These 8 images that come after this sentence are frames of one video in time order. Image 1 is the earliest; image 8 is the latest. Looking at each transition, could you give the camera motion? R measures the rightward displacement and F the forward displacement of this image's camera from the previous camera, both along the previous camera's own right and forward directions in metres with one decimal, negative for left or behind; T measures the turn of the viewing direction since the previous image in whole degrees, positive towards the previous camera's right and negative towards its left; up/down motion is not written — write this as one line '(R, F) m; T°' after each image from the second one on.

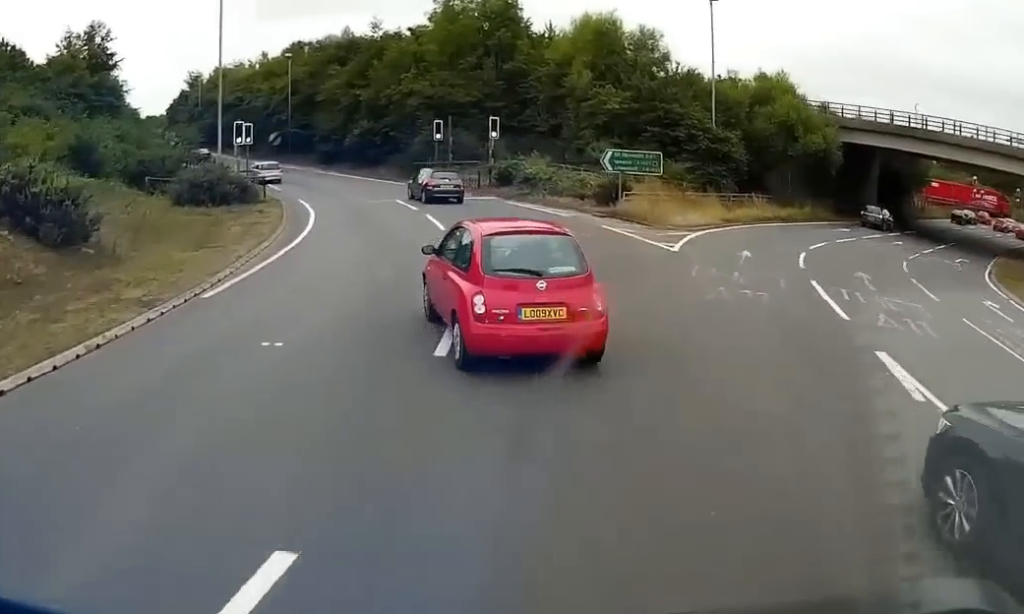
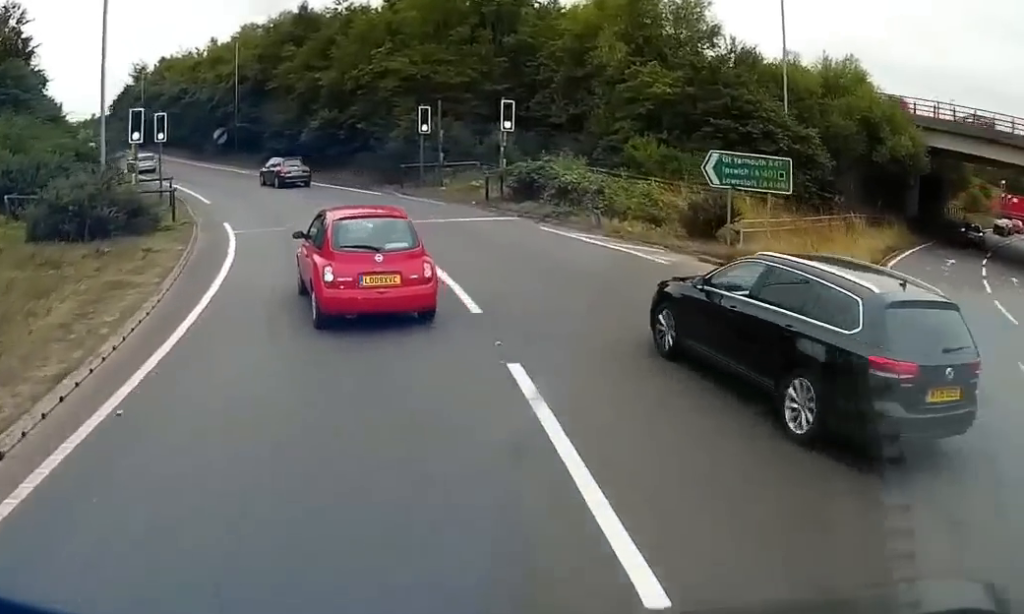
(+0.6, +9.7) m; +5°
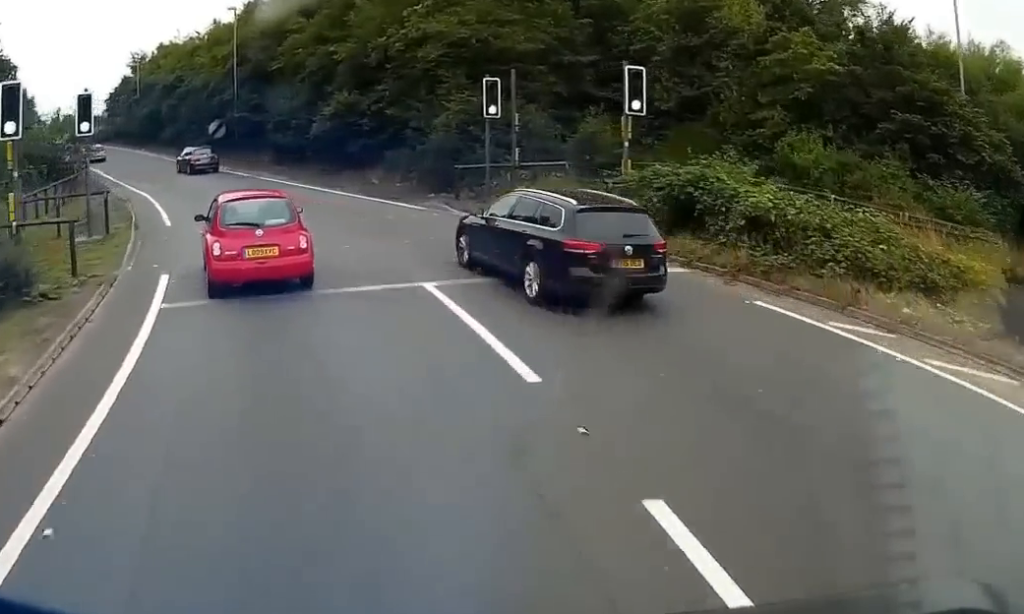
(+0.1, +8.8) m; 0°
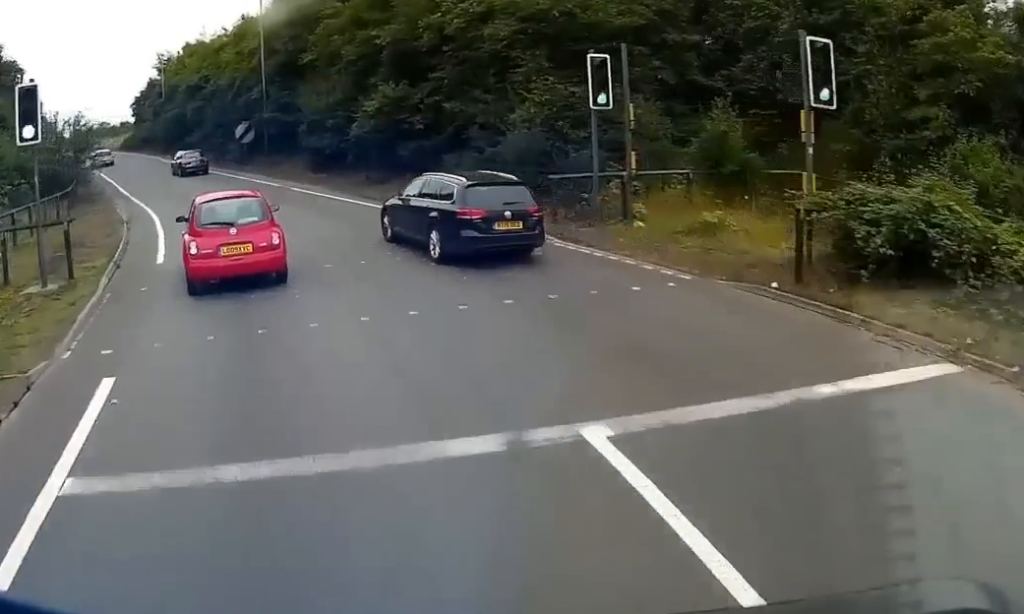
(0.0, +4.9) m; -1°
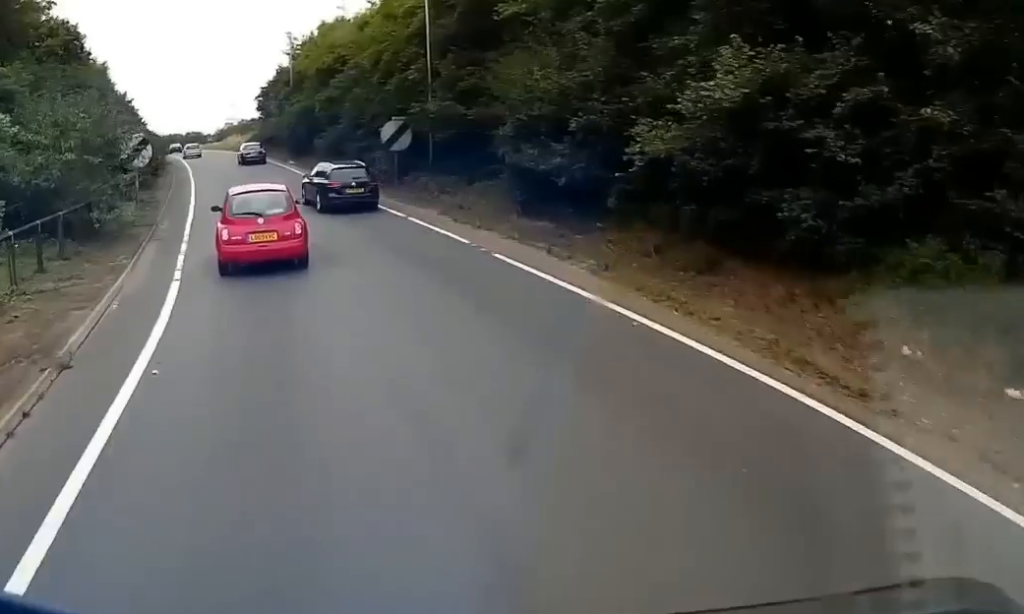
(-0.4, +14.6) m; -4°
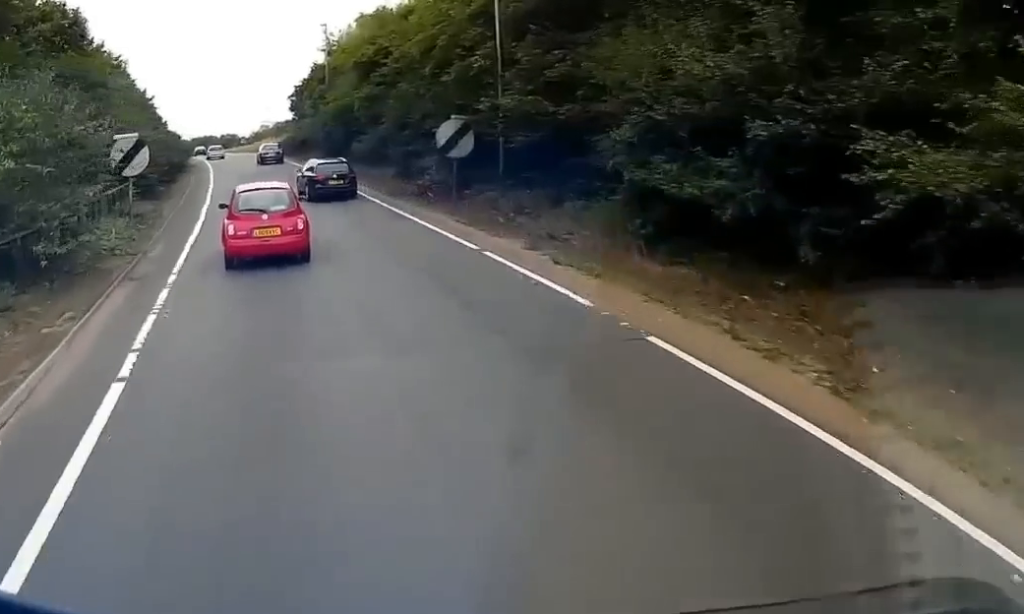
(+0.1, +5.0) m; -2°
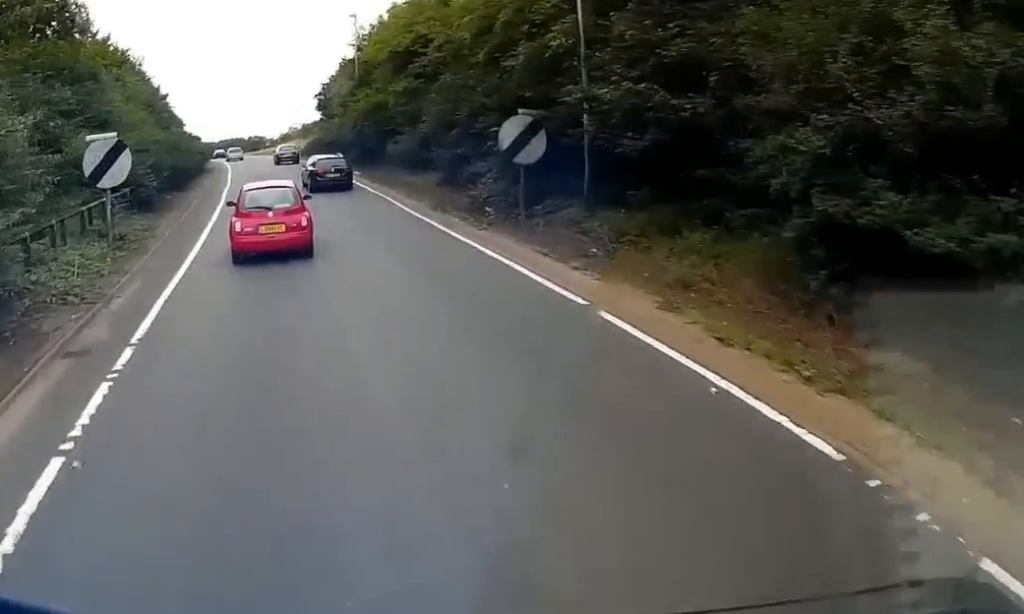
(-0.3, +5.2) m; -2°
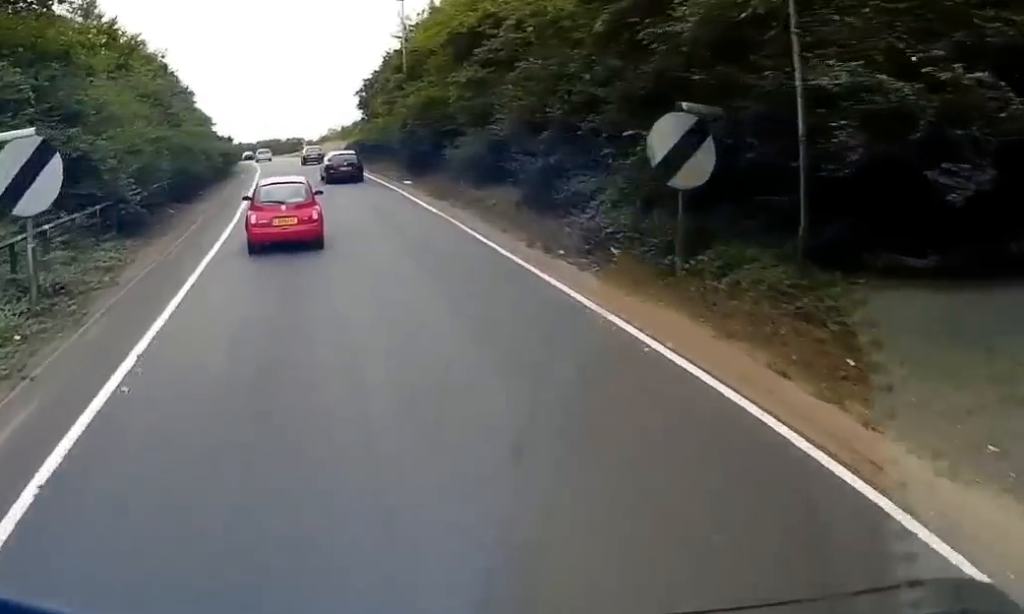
(-0.2, +6.5) m; -3°
